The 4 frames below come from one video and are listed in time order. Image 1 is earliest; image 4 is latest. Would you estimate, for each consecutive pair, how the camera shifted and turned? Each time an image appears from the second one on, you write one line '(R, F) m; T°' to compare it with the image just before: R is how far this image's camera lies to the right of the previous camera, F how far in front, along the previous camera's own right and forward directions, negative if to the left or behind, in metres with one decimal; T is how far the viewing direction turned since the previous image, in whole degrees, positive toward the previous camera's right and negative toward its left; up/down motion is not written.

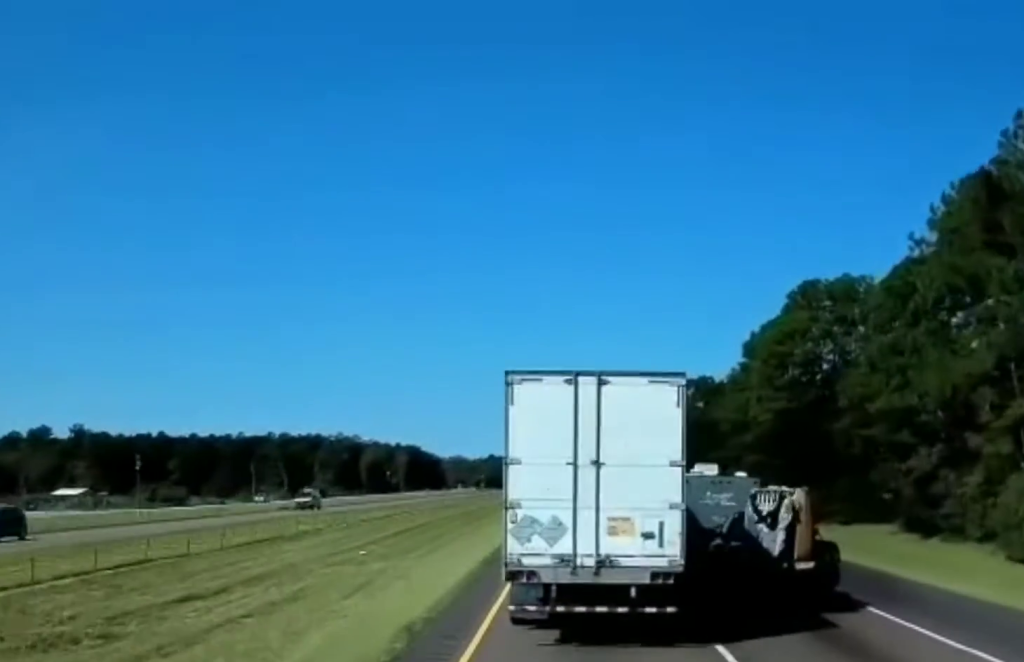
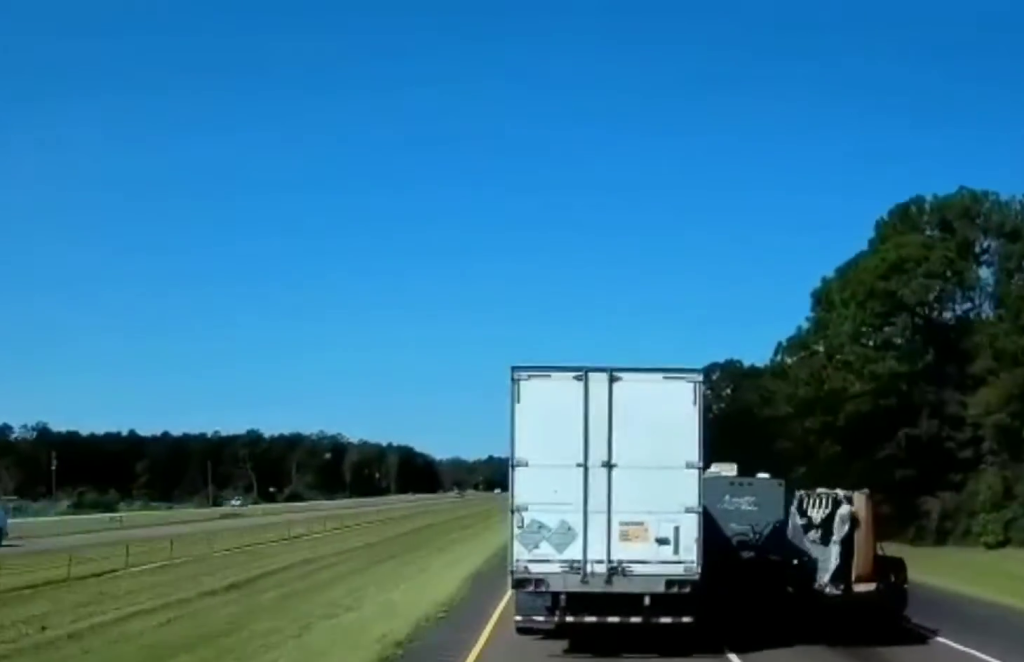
(0.0, +36.5) m; 0°
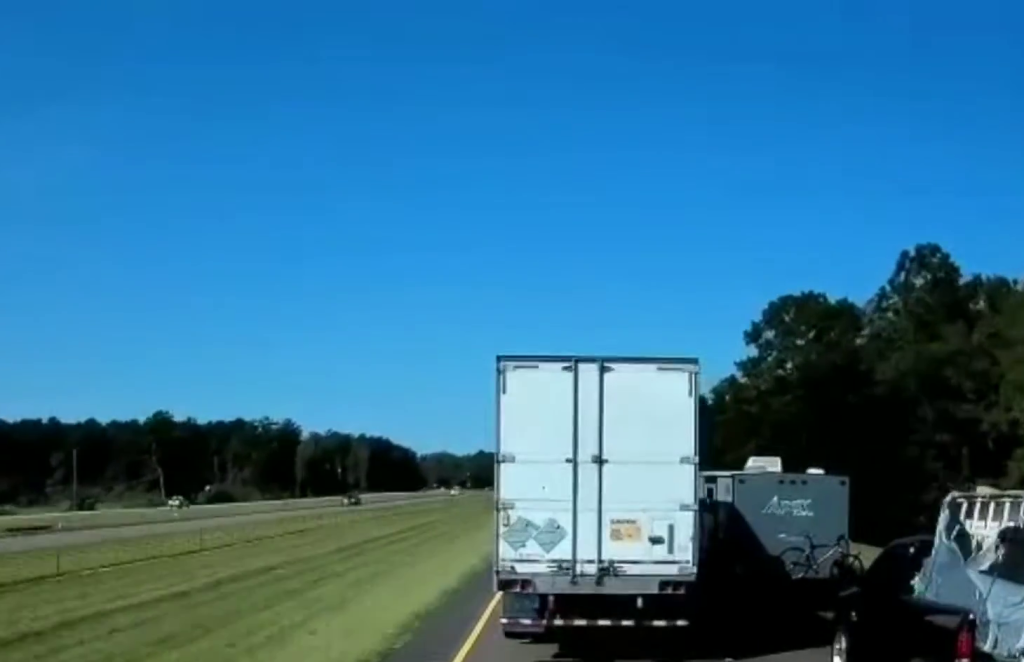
(+0.6, +69.2) m; +1°
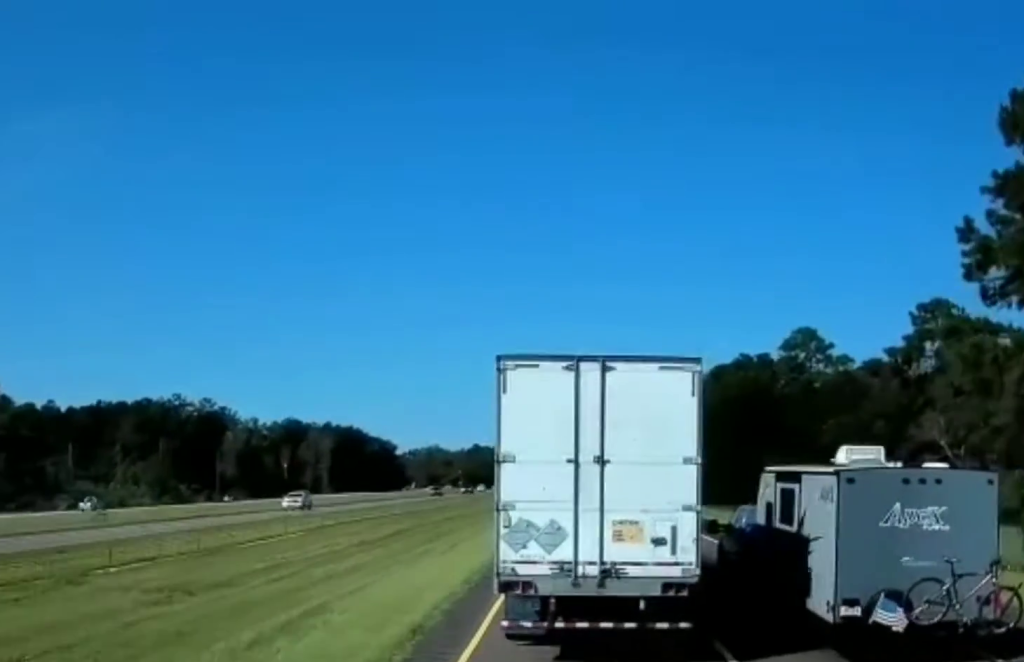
(-1.3, +78.4) m; 0°
